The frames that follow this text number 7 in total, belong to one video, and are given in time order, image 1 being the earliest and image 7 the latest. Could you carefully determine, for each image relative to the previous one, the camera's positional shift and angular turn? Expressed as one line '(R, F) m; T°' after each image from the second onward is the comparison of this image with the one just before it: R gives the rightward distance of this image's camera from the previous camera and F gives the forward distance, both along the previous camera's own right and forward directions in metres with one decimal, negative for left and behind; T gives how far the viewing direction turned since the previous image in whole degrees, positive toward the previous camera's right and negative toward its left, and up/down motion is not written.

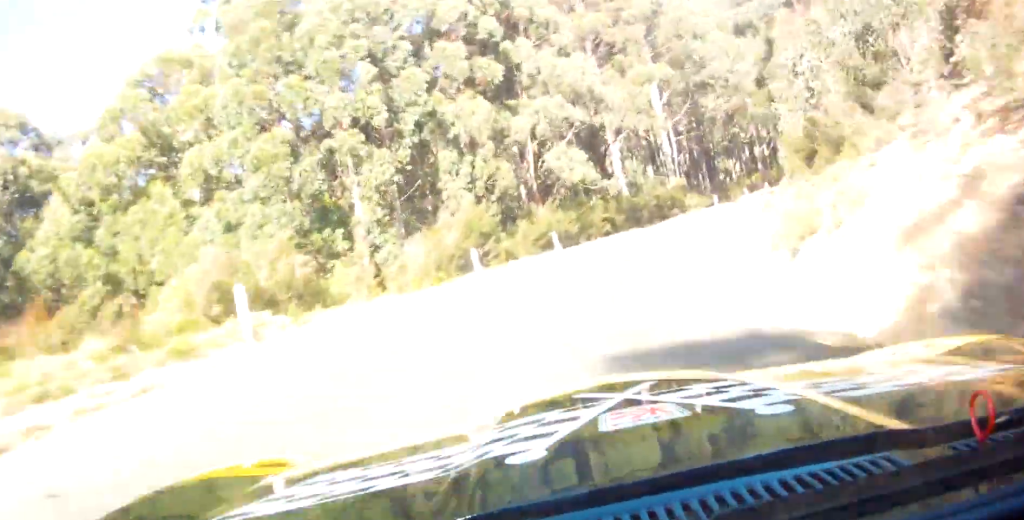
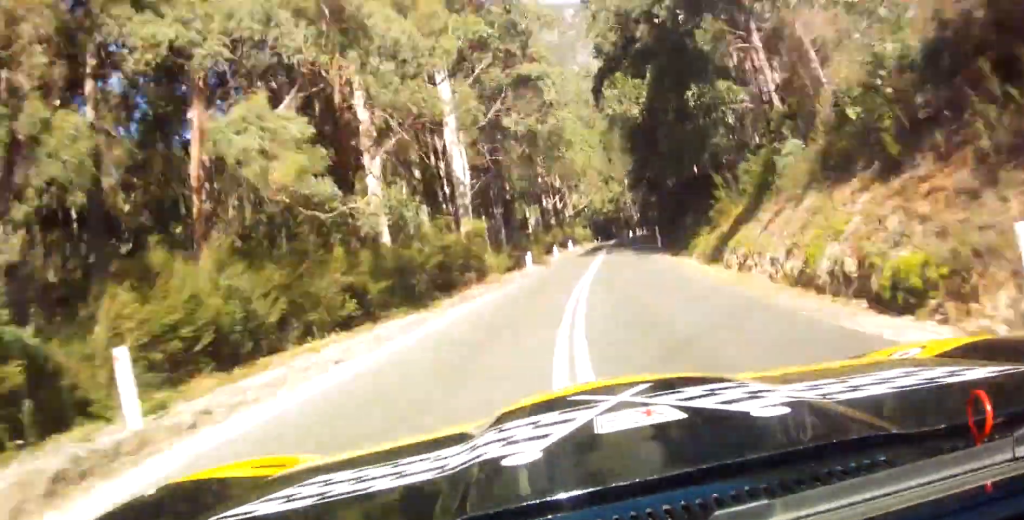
(+2.7, +27.7) m; +13°
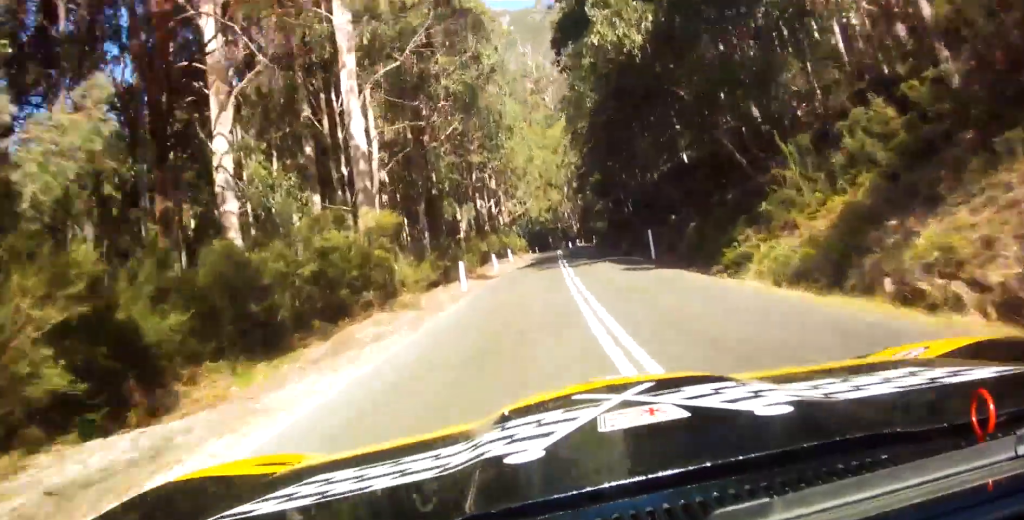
(-1.4, +14.6) m; +7°
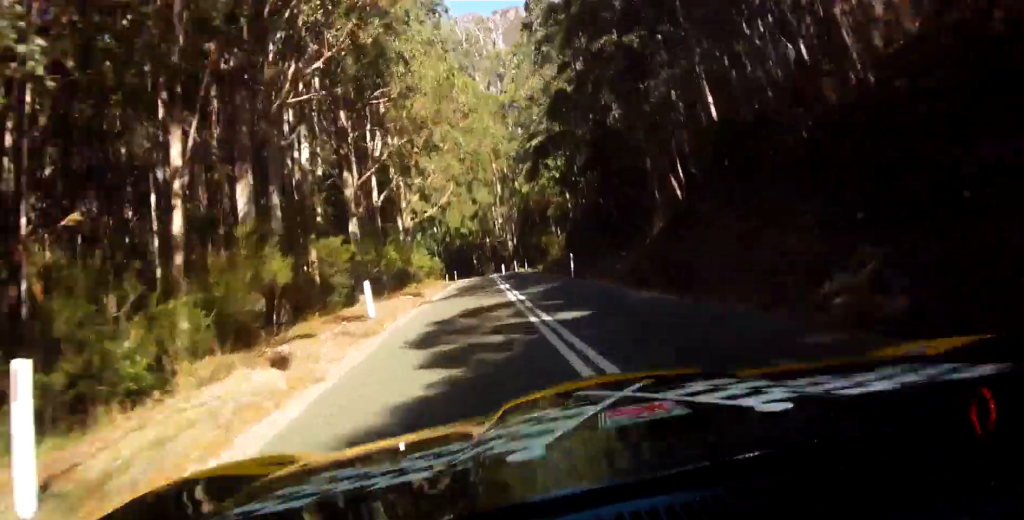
(+8.7, +45.1) m; +11°
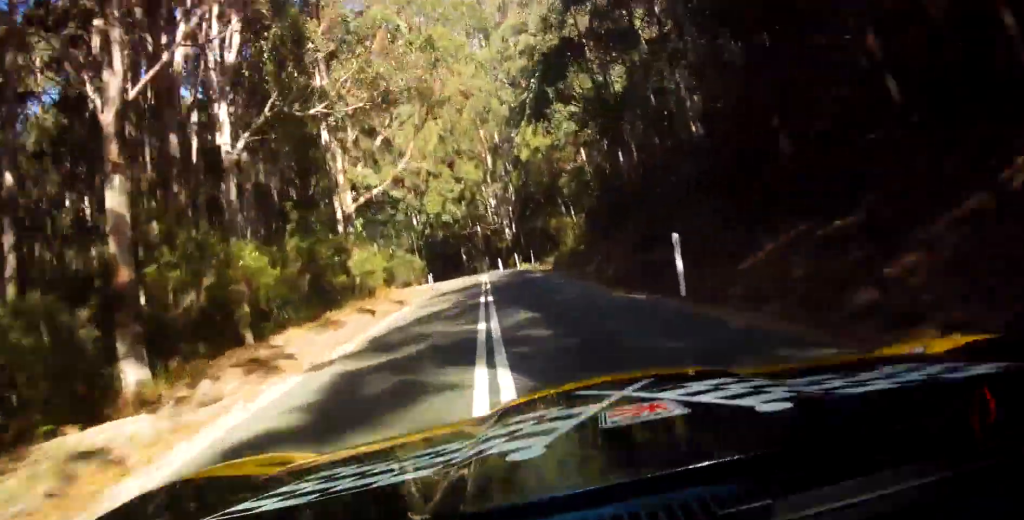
(0.0, +25.9) m; 0°
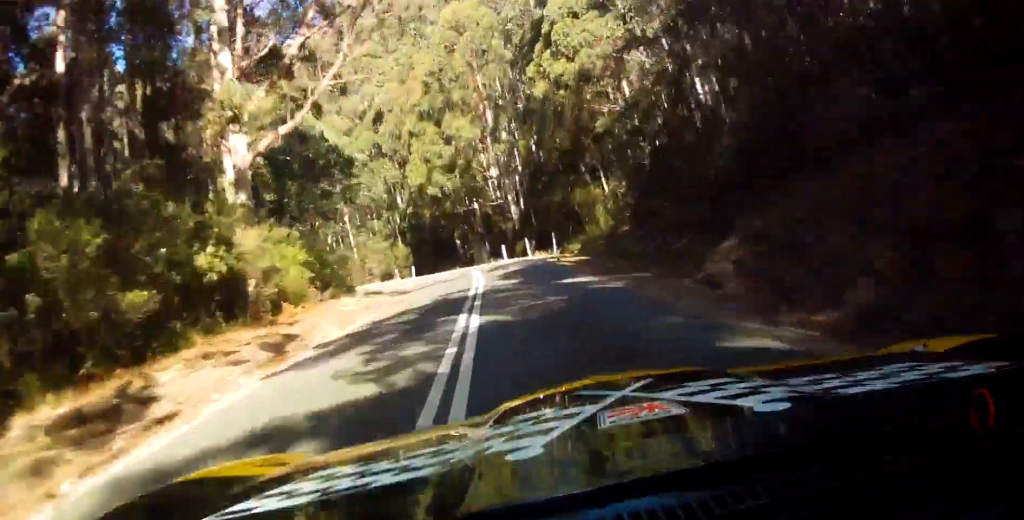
(0.0, +16.9) m; 0°
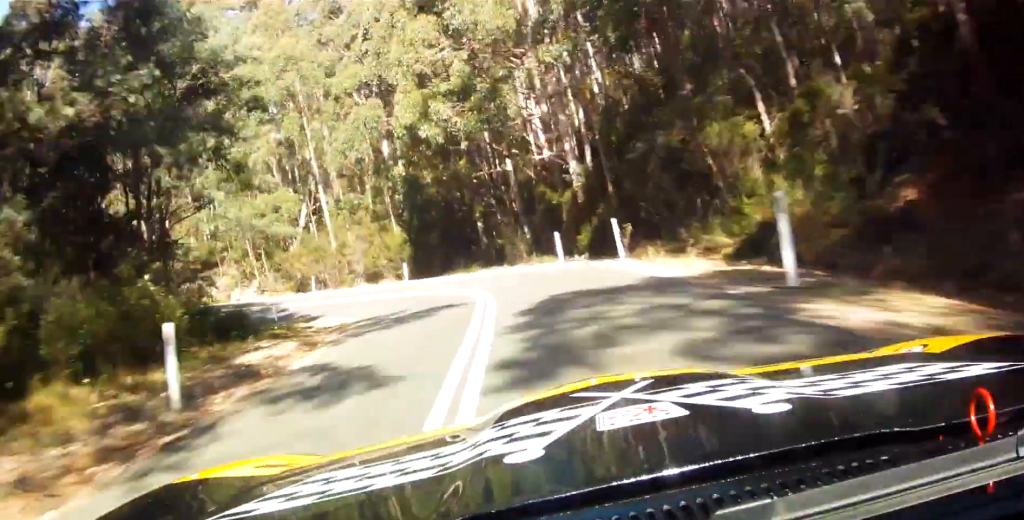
(0.0, +23.6) m; -2°
